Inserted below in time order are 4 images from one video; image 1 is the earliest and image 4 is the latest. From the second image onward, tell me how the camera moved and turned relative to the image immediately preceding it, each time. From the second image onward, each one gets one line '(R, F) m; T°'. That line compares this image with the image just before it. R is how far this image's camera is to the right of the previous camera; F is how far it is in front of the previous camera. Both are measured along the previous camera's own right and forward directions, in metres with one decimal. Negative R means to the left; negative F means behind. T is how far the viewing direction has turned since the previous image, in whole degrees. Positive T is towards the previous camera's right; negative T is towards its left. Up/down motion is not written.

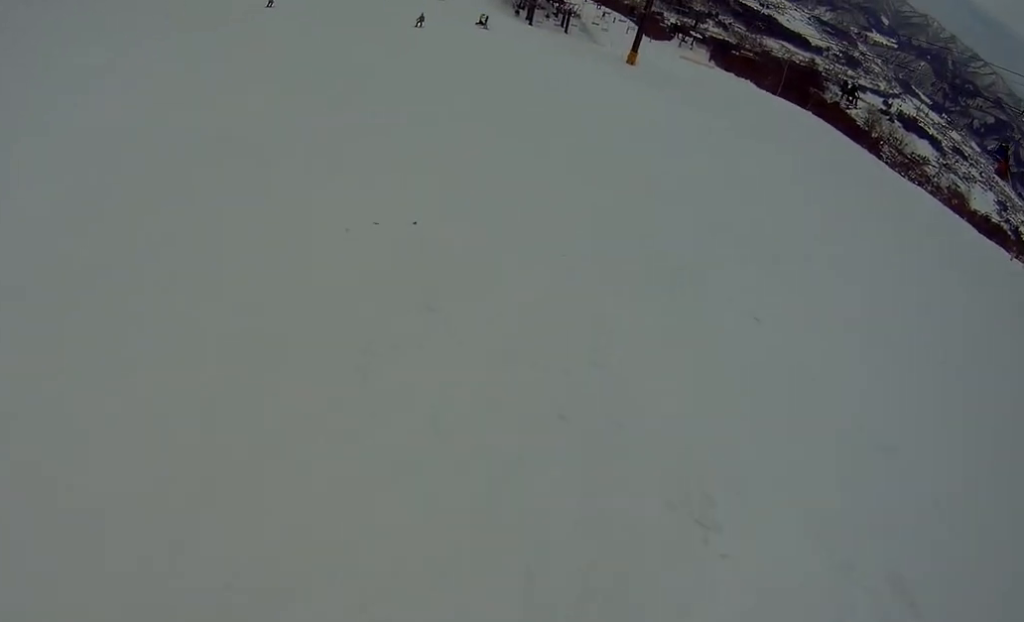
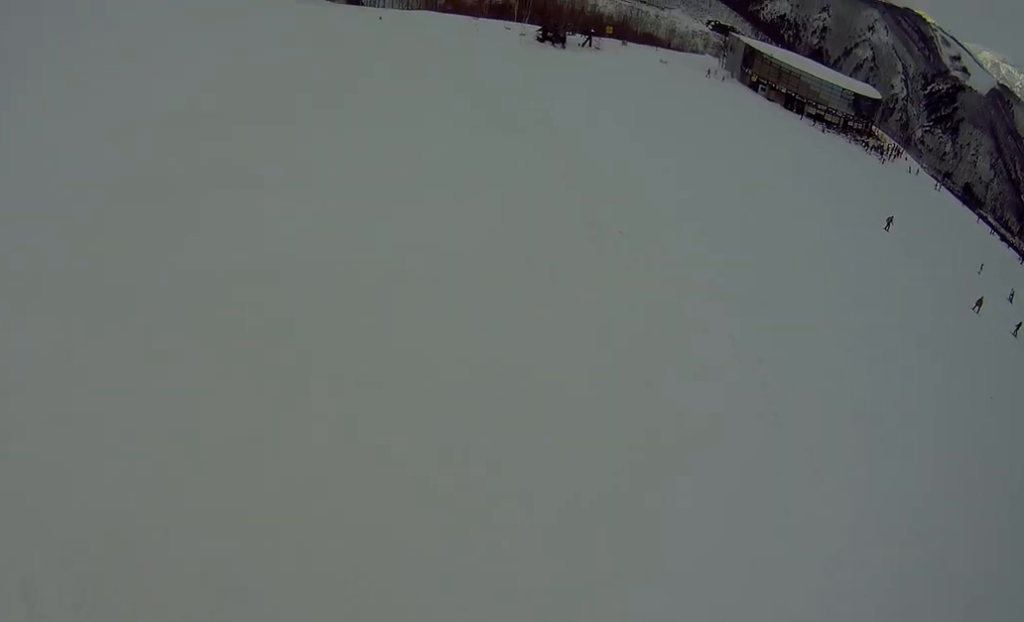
(-0.4, +3.8) m; -18°
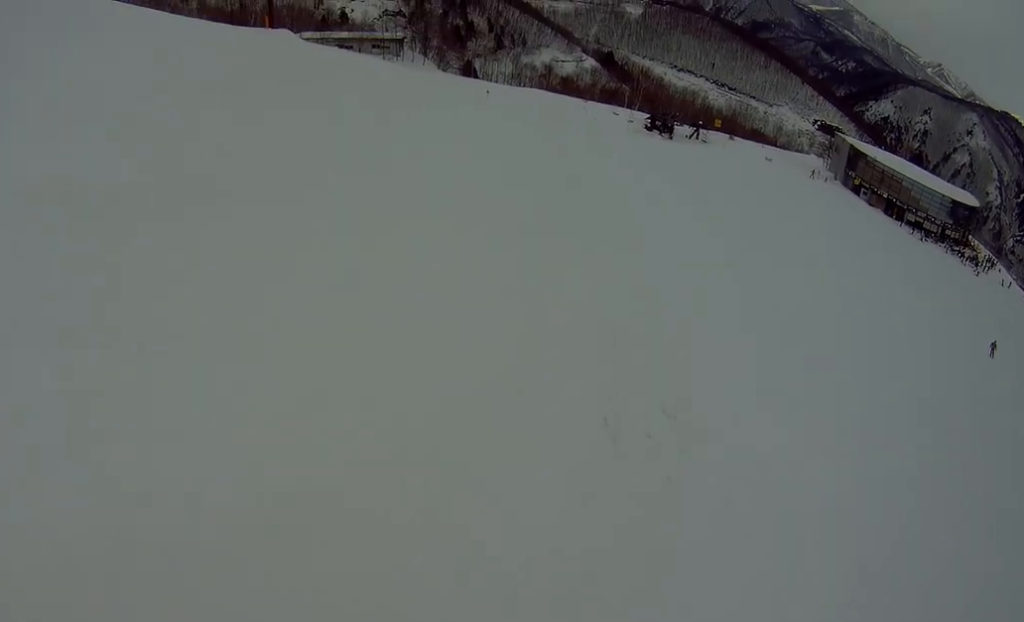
(-0.3, +1.7) m; -8°
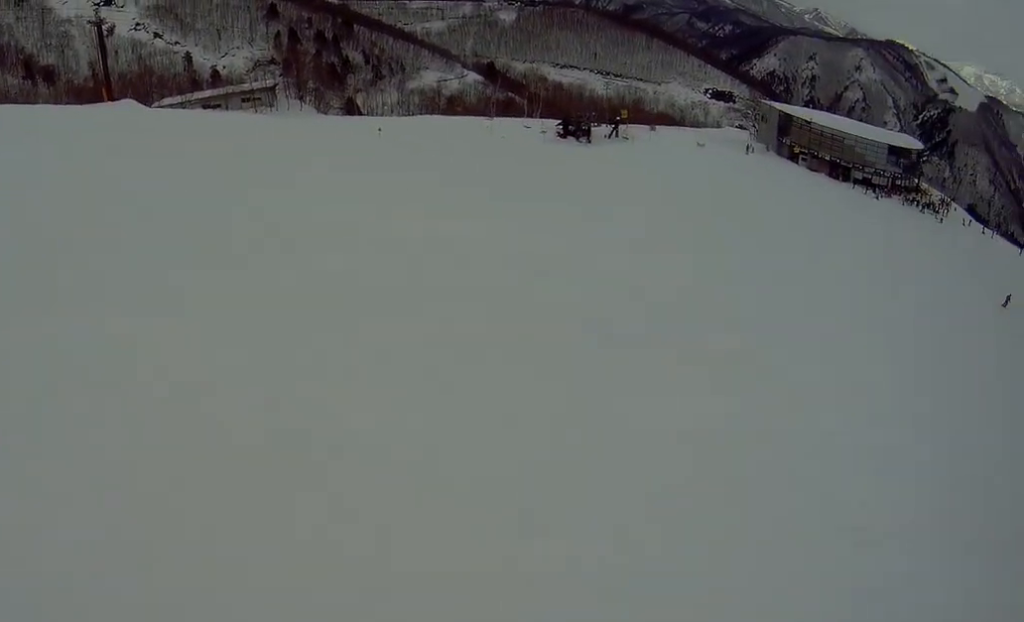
(-2.9, +12.1) m; -11°
